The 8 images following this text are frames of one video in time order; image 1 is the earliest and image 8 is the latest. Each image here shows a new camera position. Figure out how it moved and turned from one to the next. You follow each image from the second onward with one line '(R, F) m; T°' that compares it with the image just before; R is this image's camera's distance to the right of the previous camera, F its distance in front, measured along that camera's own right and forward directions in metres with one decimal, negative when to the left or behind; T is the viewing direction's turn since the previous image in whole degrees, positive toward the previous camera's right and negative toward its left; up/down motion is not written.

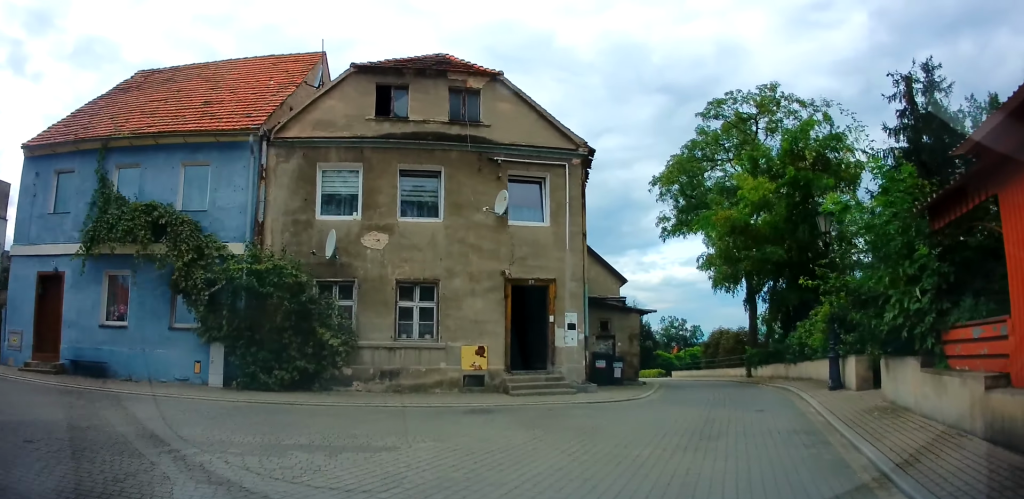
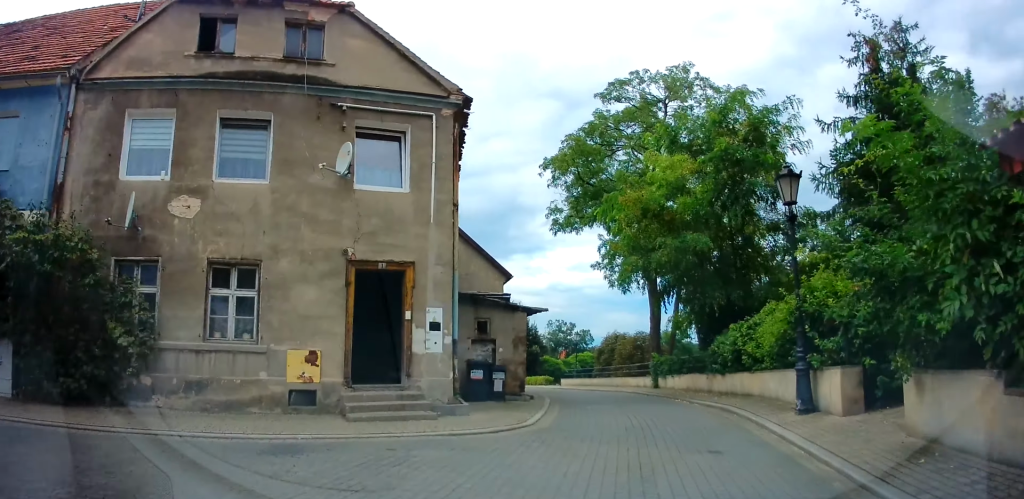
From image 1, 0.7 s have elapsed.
(+0.1, +3.7) m; +9°
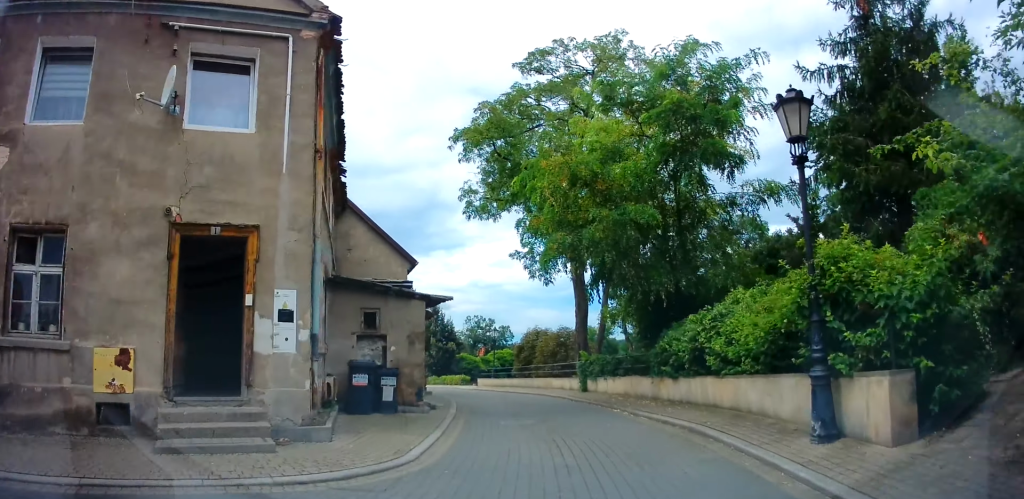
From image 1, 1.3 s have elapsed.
(+0.4, +3.0) m; +8°
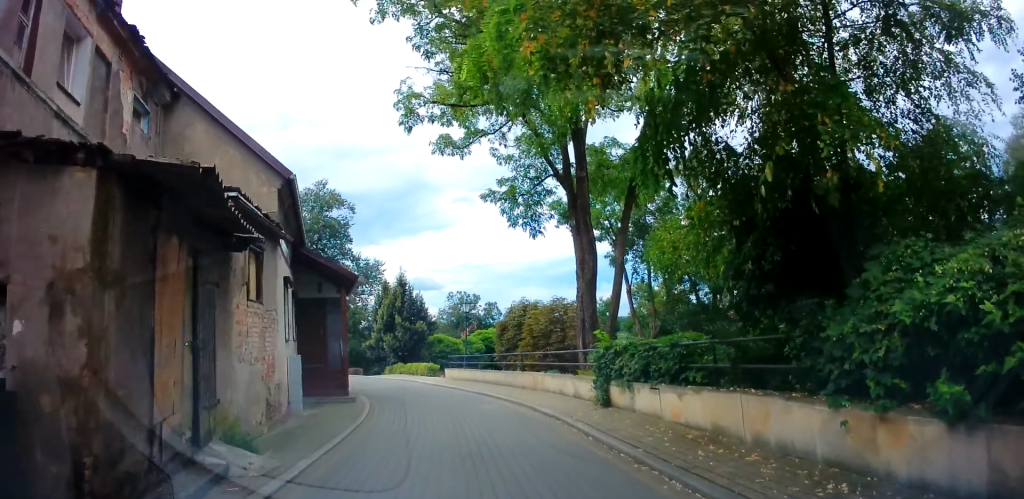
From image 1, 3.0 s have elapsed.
(+0.9, +9.0) m; +5°
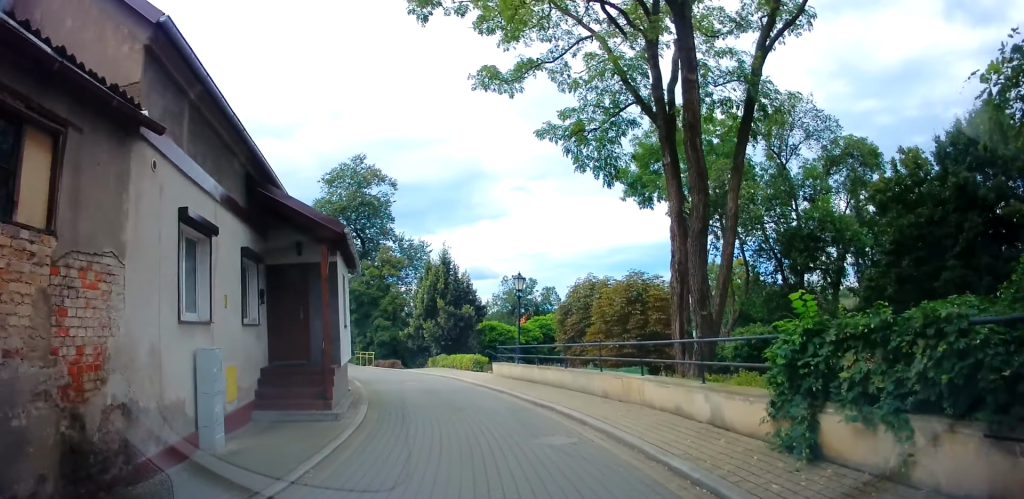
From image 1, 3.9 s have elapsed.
(-0.1, +5.8) m; -5°
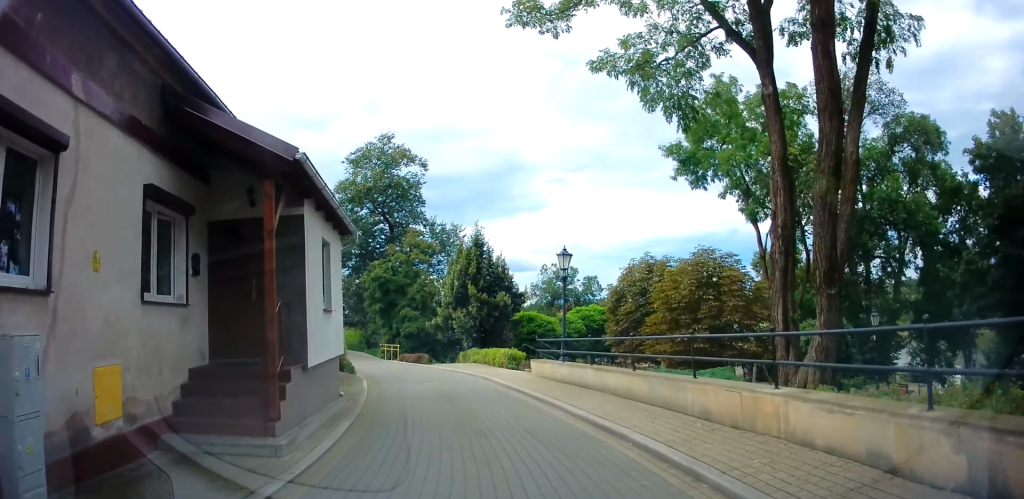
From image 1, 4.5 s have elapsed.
(0.0, +3.9) m; -5°
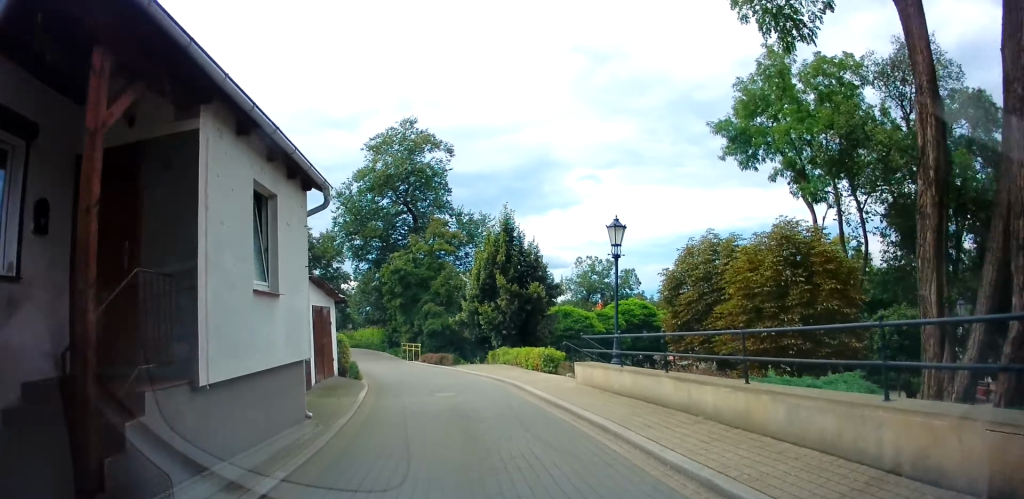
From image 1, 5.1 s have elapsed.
(-0.3, +3.6) m; -4°
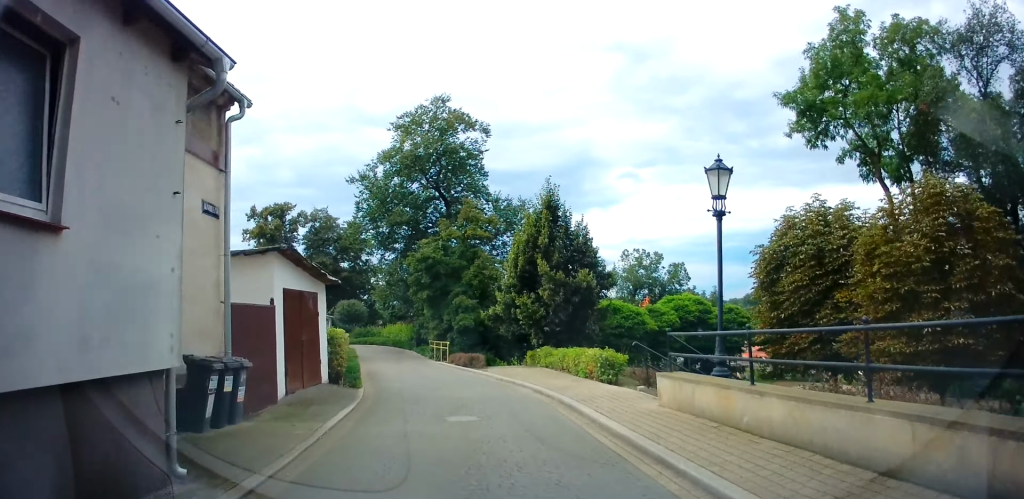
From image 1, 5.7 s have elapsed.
(-0.2, +4.3) m; -5°
